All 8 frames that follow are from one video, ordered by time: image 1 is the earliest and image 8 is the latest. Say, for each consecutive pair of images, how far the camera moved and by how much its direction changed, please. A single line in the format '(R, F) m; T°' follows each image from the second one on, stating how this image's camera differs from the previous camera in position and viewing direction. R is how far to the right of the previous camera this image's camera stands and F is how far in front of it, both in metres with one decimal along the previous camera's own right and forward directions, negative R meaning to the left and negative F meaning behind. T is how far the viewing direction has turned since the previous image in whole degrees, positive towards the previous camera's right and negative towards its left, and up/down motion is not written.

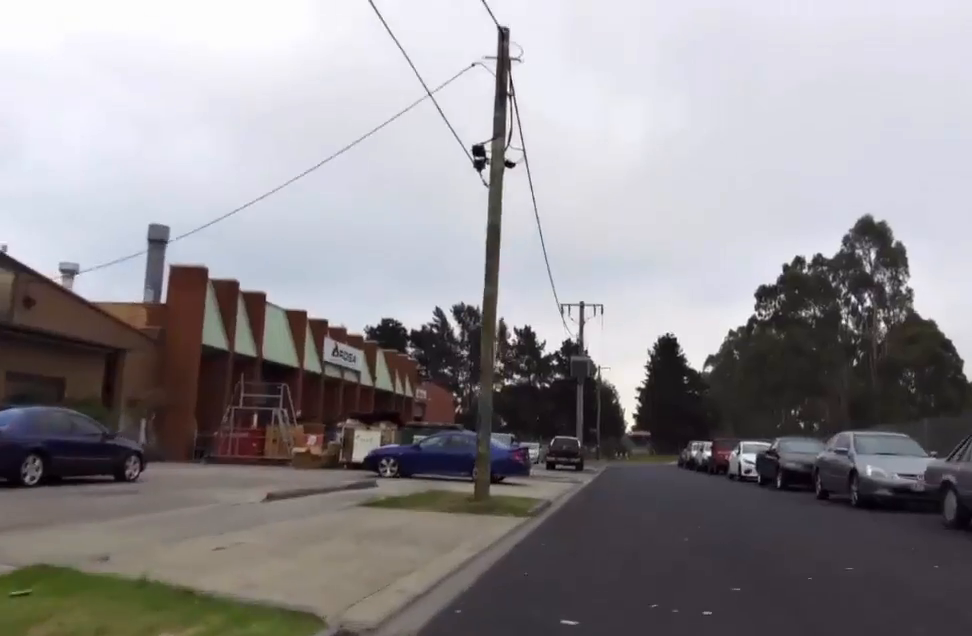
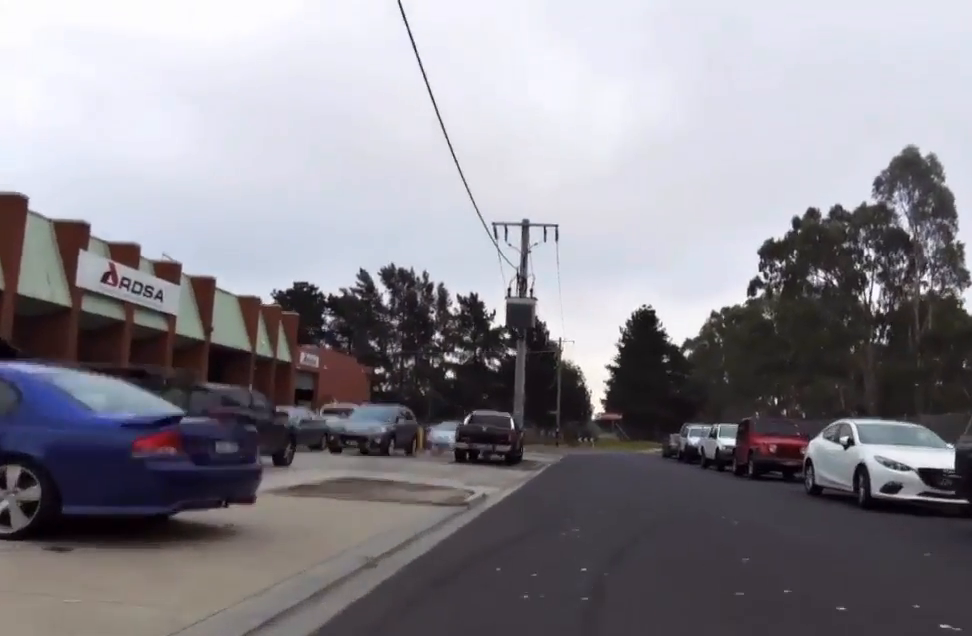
(-2.4, +16.8) m; +2°
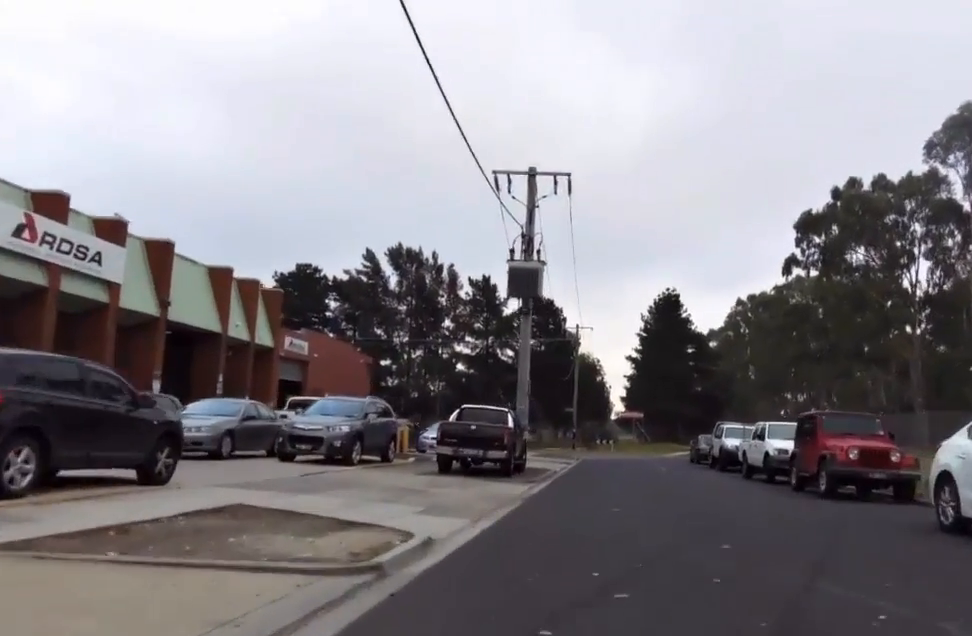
(+0.9, +5.0) m; 0°
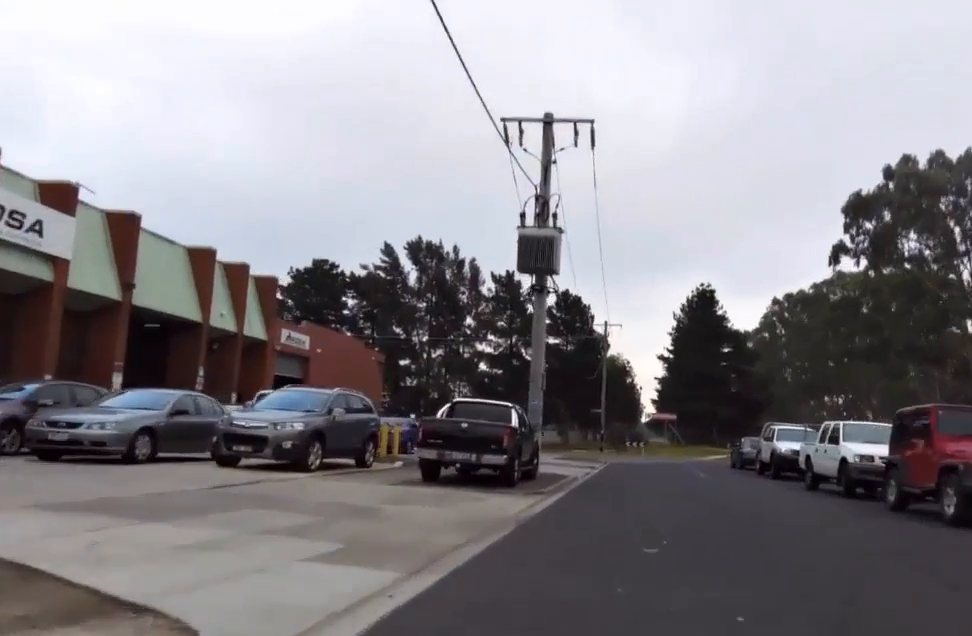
(+0.4, +4.4) m; 0°
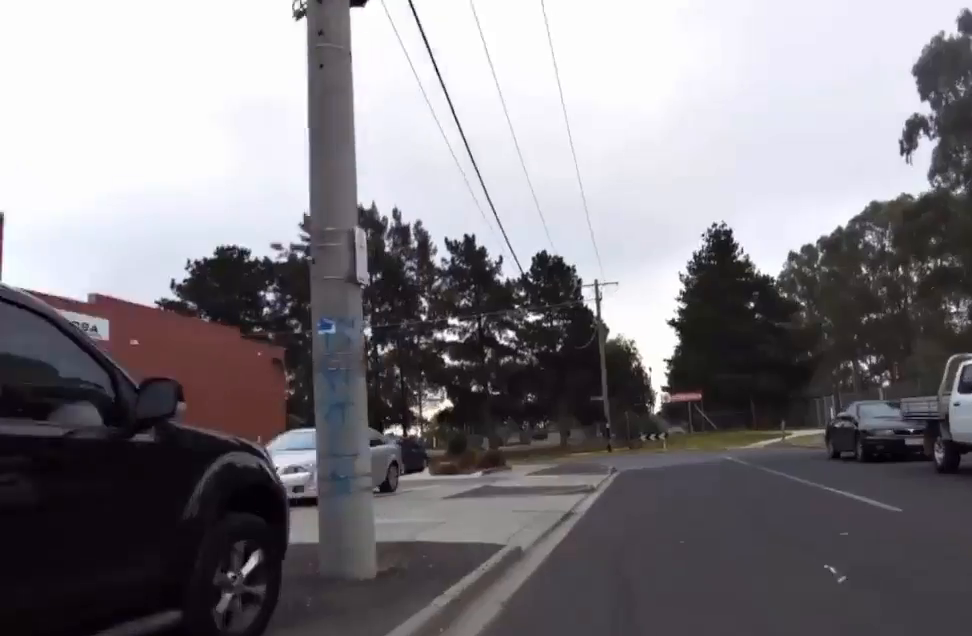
(+0.1, +14.8) m; +1°
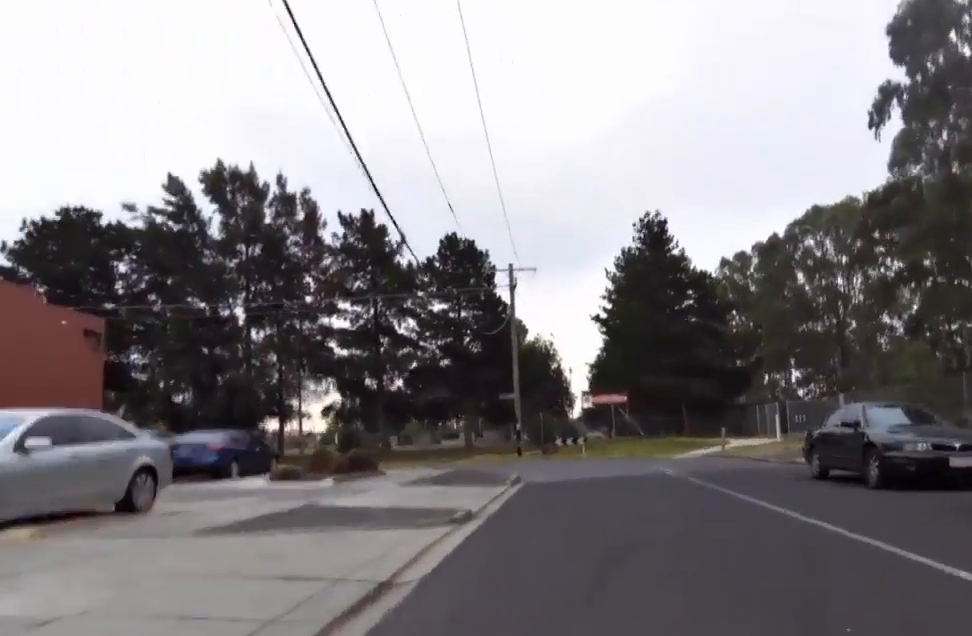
(-0.9, +5.7) m; -7°
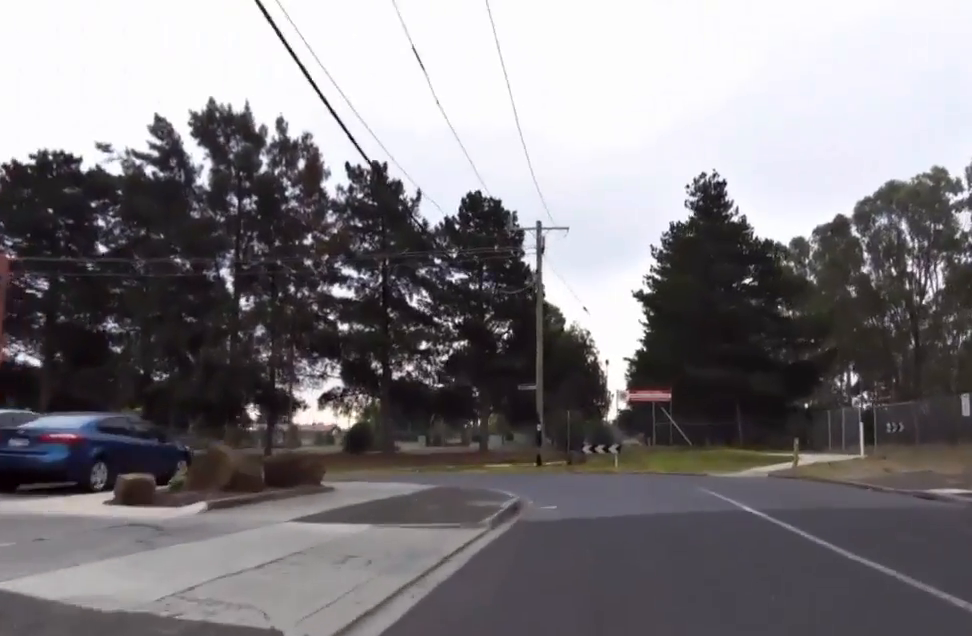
(-0.4, +7.1) m; +3°
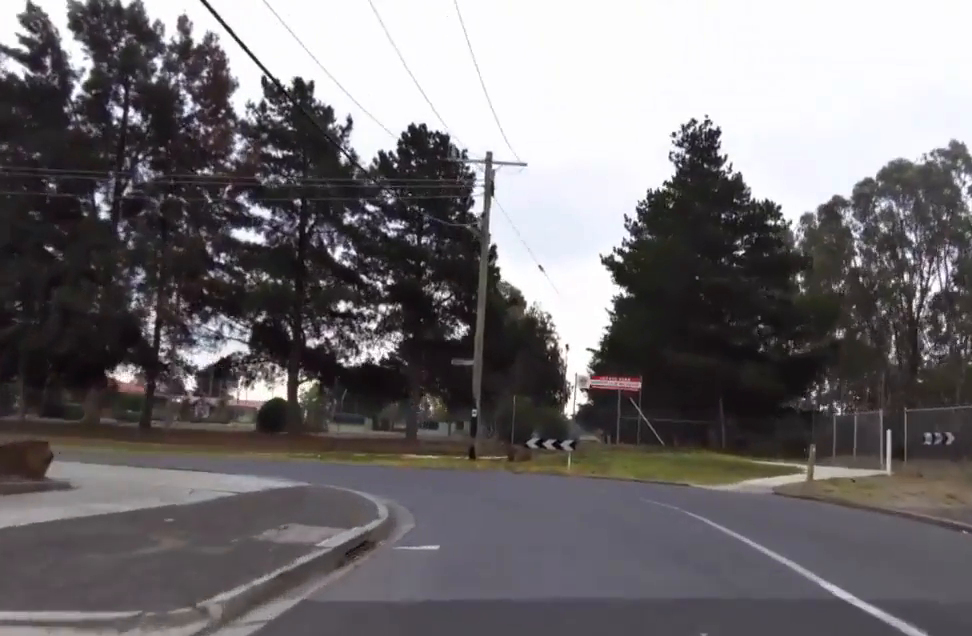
(+0.5, +6.6) m; +3°
